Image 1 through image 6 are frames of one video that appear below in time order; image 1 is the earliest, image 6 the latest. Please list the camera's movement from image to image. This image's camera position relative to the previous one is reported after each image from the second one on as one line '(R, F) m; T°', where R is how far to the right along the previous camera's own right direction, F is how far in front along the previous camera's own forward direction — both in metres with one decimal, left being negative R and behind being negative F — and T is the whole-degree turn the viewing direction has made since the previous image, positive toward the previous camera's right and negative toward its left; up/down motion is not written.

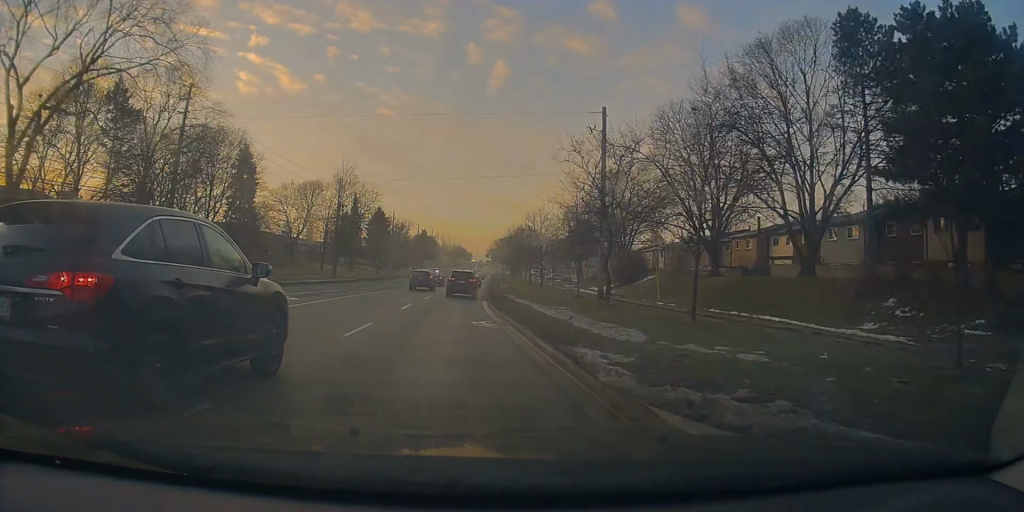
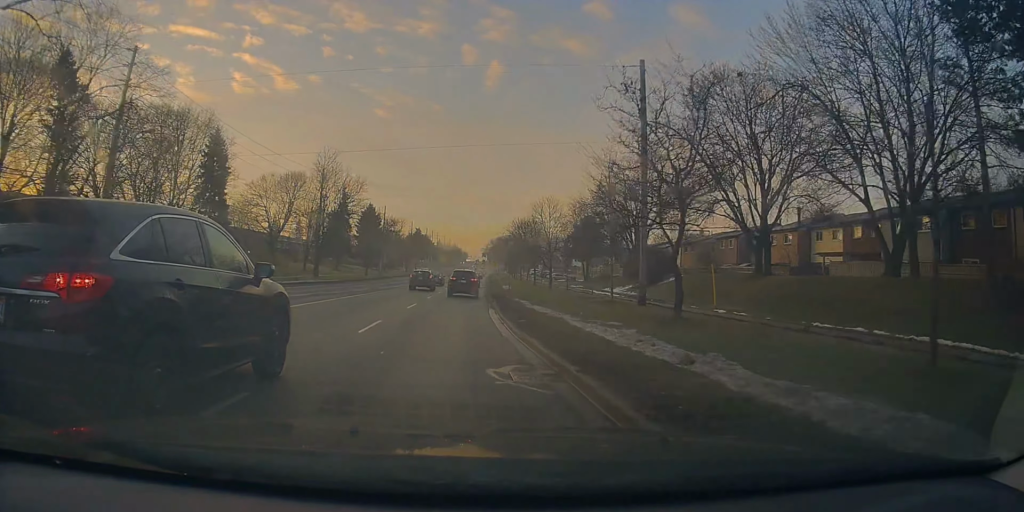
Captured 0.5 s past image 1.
(-0.1, +8.4) m; 0°
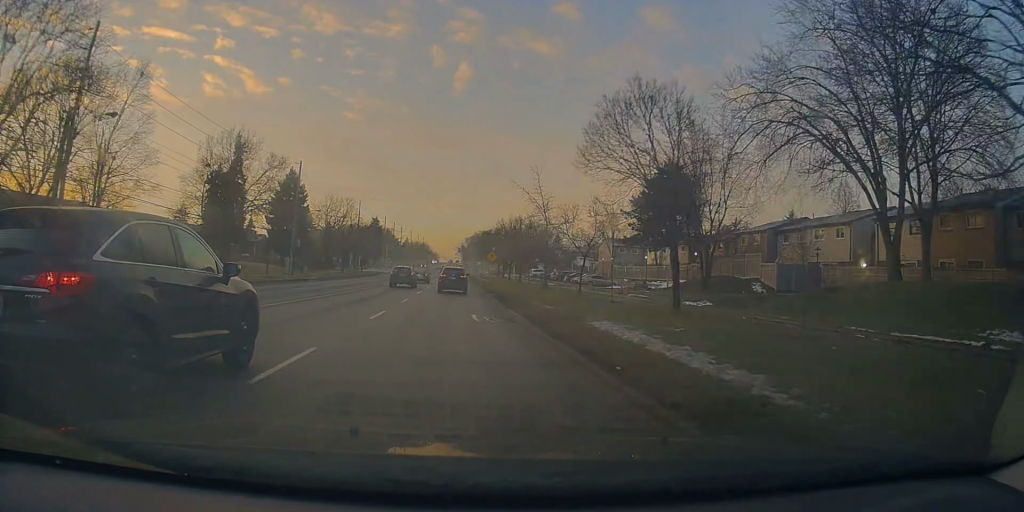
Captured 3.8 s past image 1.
(+1.3, +50.5) m; +2°
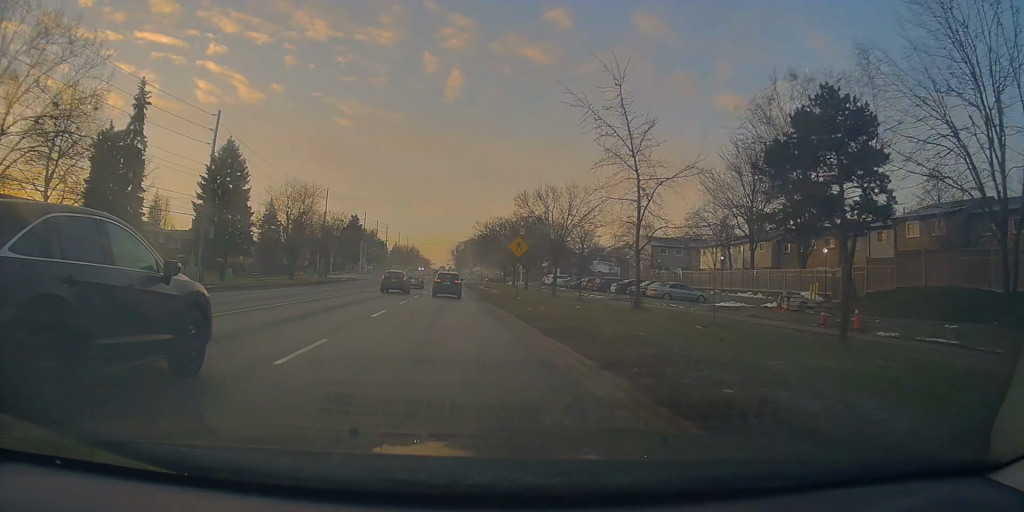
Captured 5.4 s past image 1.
(+1.1, +25.4) m; +3°
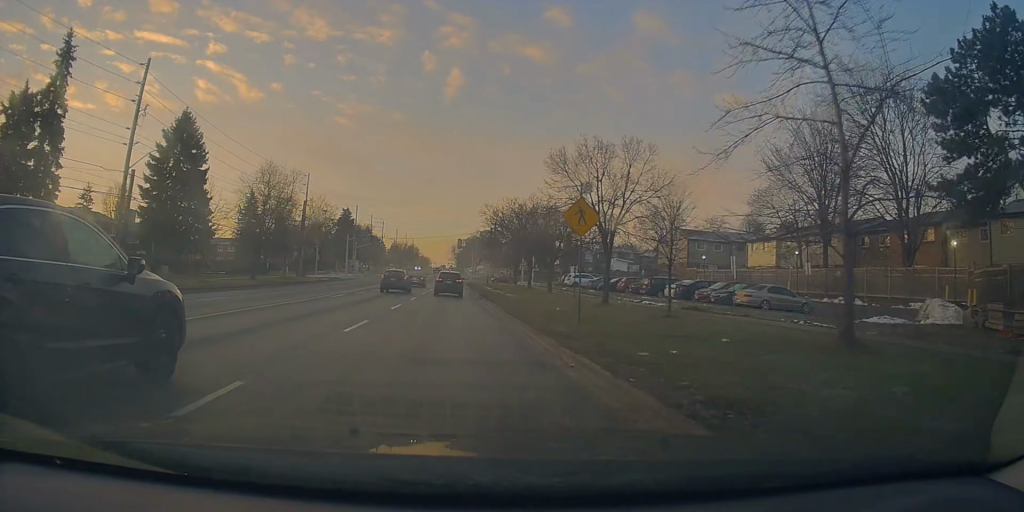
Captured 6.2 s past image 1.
(+0.1, +13.4) m; 0°
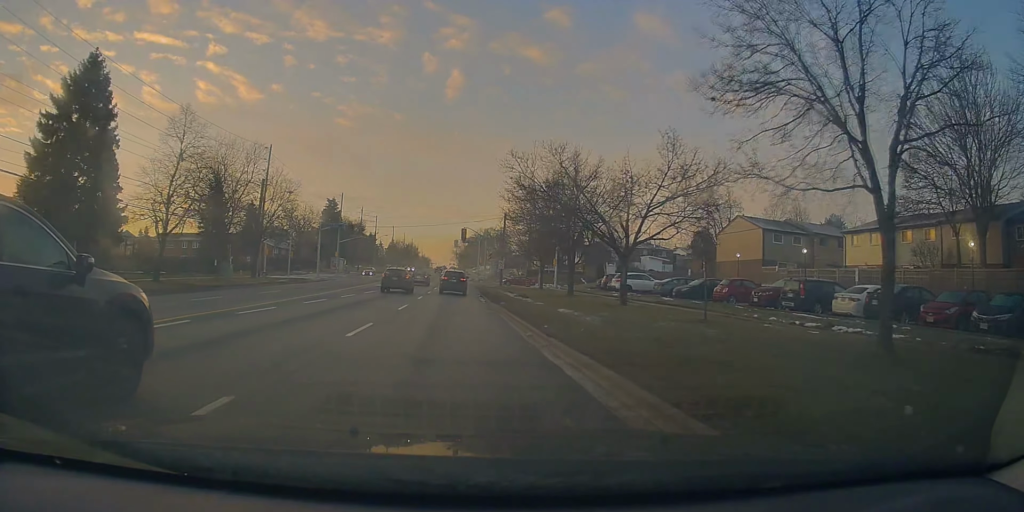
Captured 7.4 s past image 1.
(-0.3, +18.8) m; -1°
